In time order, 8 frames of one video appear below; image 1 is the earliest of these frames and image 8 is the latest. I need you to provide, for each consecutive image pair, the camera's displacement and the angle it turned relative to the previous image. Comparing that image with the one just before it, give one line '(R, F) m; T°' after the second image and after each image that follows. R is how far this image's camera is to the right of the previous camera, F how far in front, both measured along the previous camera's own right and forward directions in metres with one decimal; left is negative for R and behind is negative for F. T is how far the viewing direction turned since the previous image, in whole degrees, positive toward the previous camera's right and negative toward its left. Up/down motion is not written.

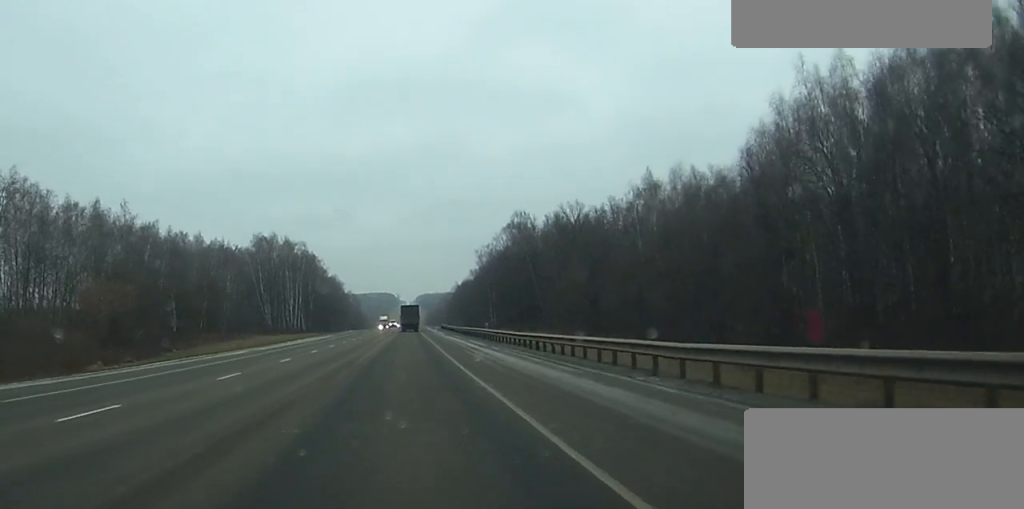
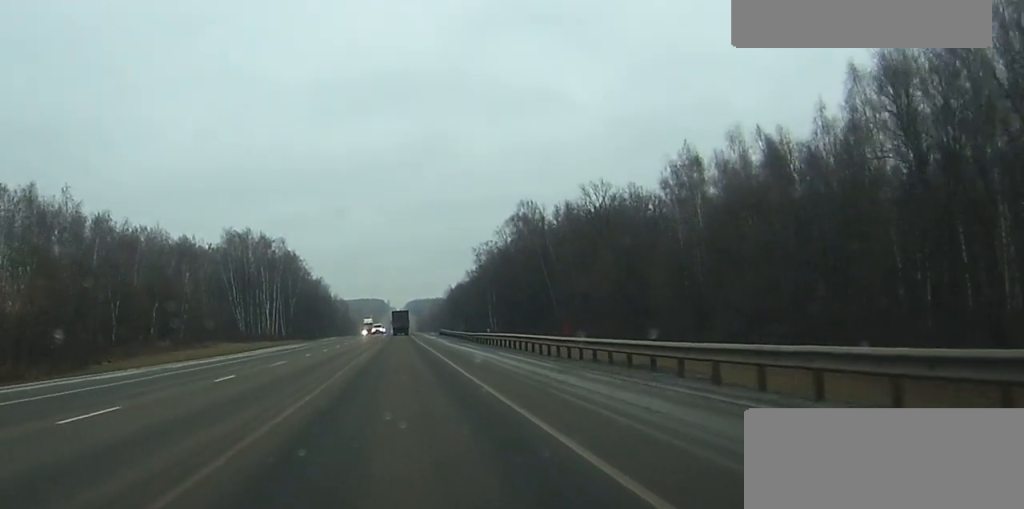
(+0.2, +23.4) m; 0°
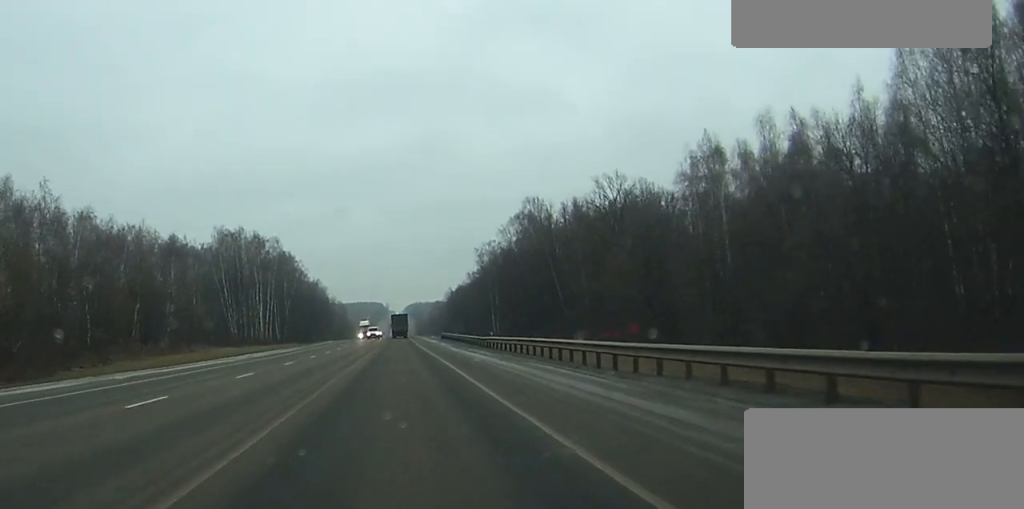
(0.0, +8.2) m; 0°
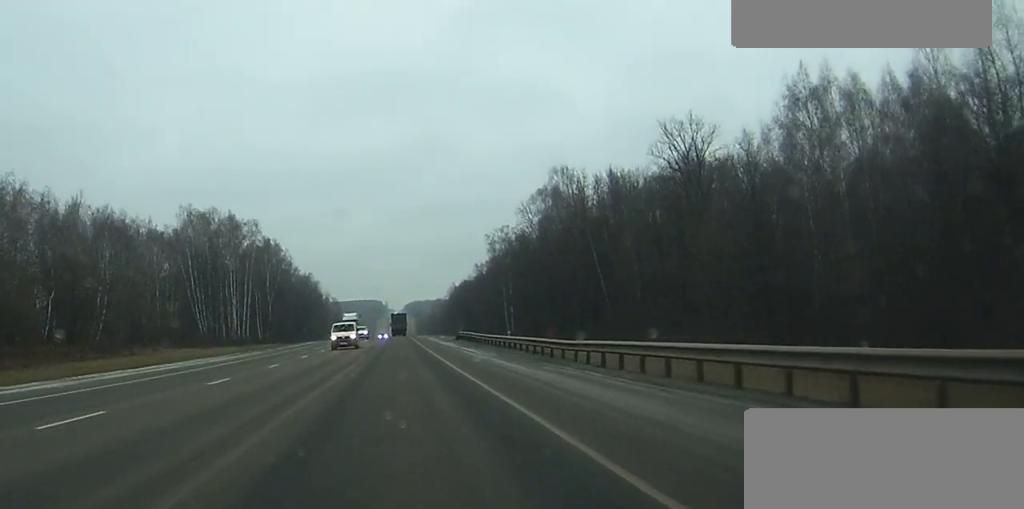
(+0.4, +28.6) m; +1°
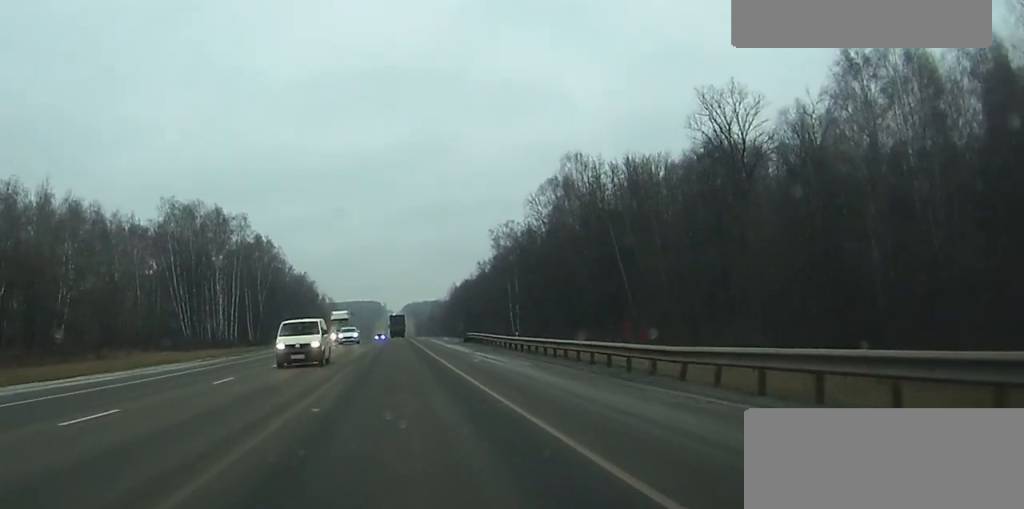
(0.0, +11.0) m; 0°
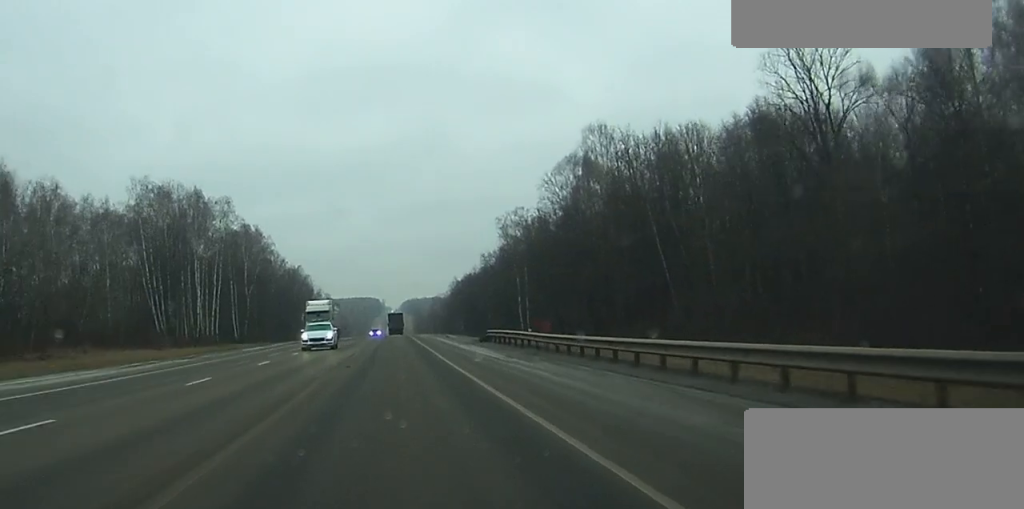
(-0.1, +15.0) m; 0°
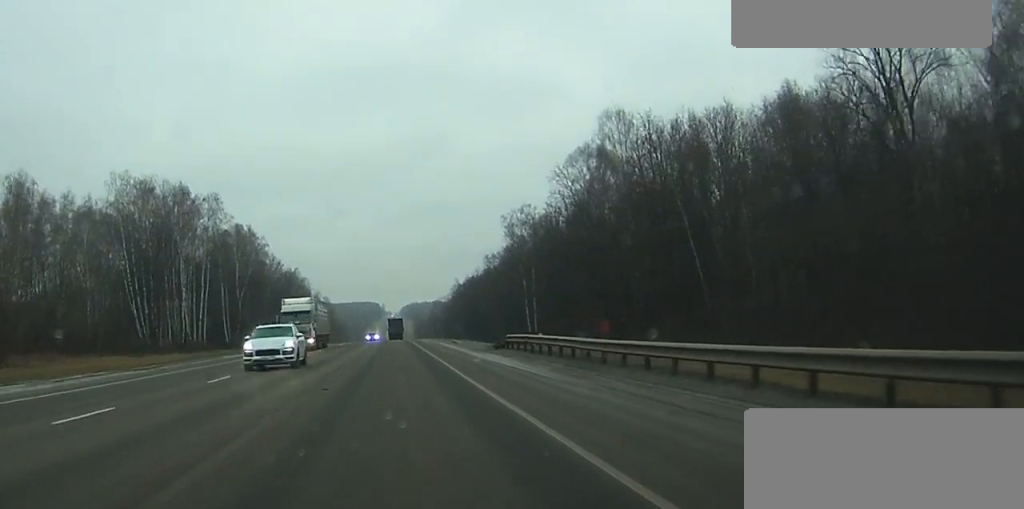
(0.0, +9.0) m; 0°
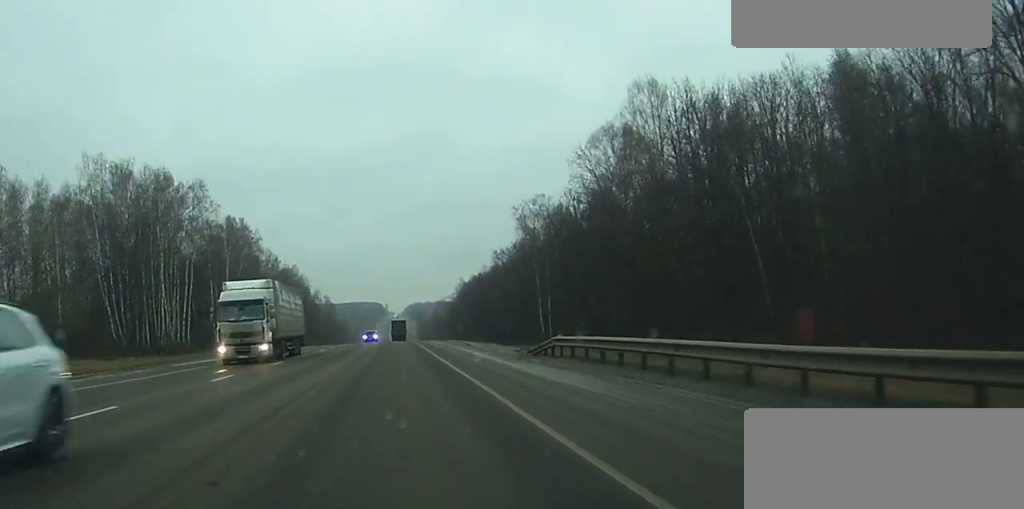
(0.0, +11.7) m; 0°
